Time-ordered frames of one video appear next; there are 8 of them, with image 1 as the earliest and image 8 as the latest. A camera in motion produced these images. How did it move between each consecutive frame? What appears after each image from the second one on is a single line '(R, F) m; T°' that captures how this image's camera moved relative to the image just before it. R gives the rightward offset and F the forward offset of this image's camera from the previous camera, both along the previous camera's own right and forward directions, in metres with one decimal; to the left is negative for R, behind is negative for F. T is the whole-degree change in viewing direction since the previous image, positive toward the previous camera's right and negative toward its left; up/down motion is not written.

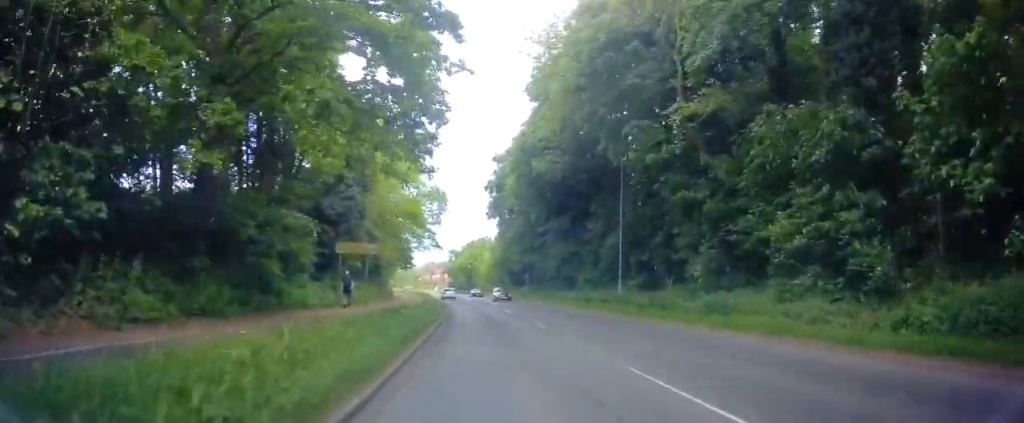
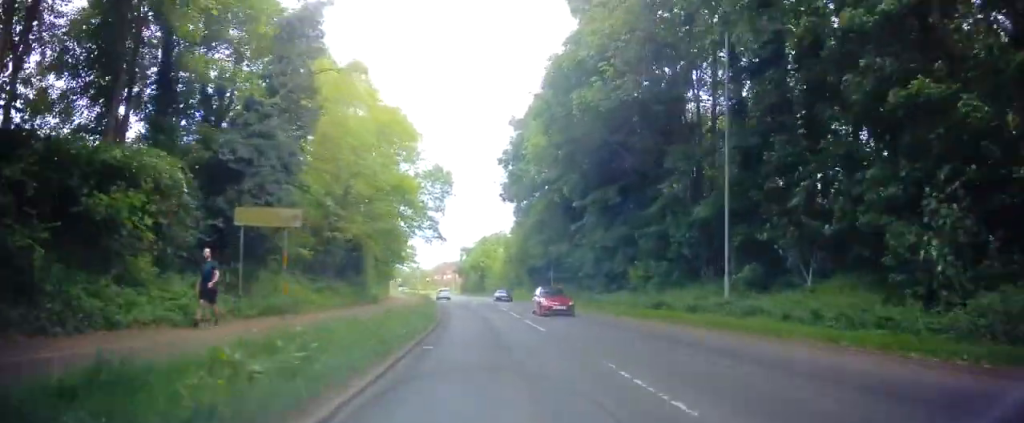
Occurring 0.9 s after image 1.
(-0.2, +12.9) m; -2°
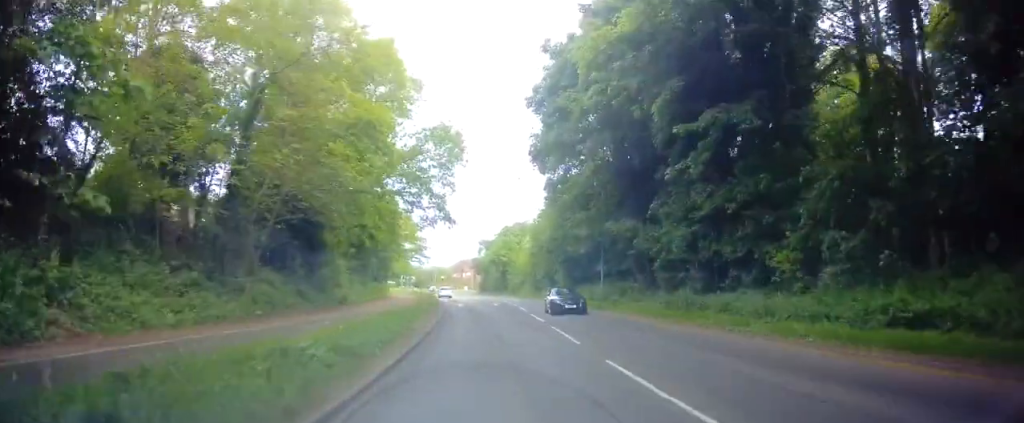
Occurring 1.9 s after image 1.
(-0.2, +14.4) m; -1°
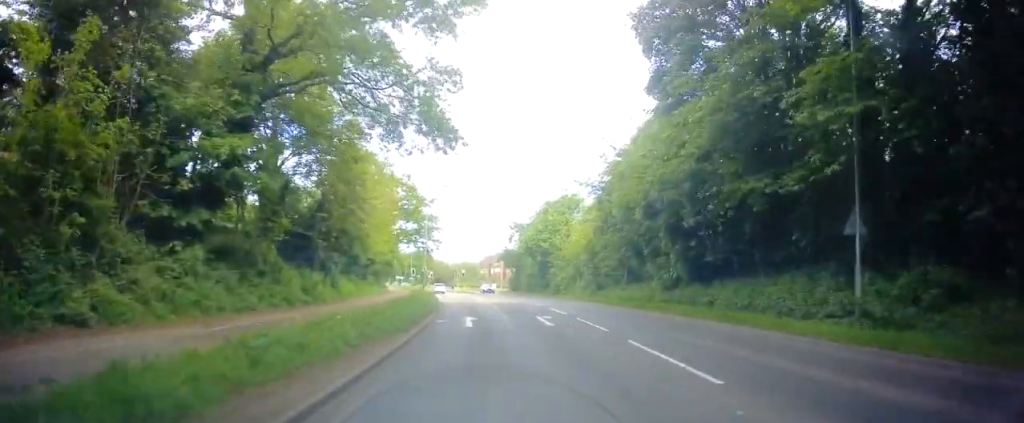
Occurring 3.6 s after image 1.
(-0.9, +24.4) m; -3°
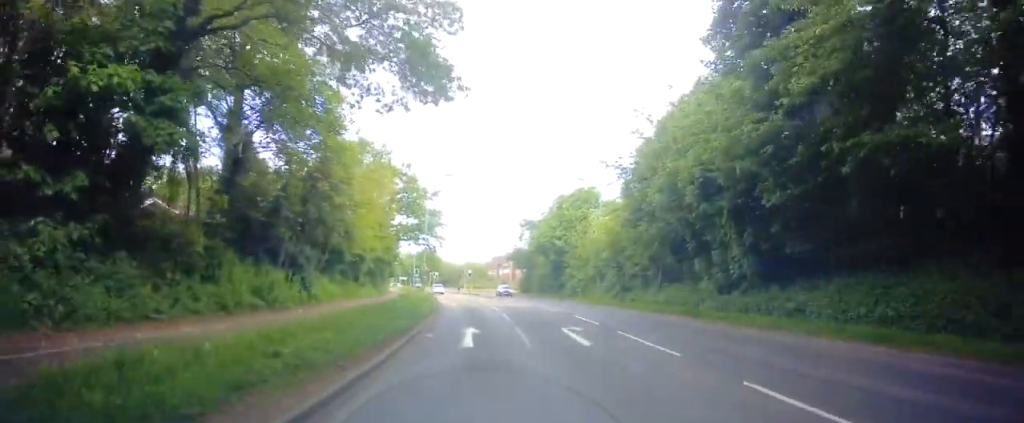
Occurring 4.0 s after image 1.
(+0.2, +6.0) m; -1°
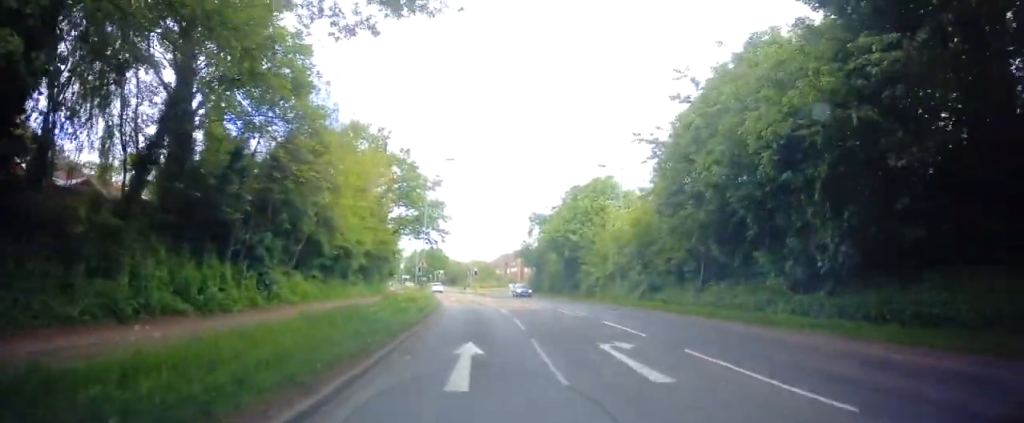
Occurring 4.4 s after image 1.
(+0.2, +5.5) m; -1°
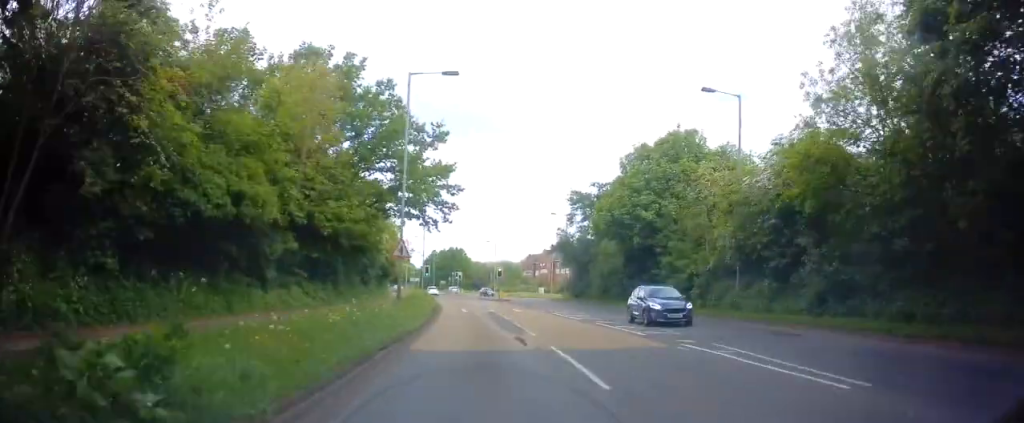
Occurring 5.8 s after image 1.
(-0.8, +17.6) m; -3°
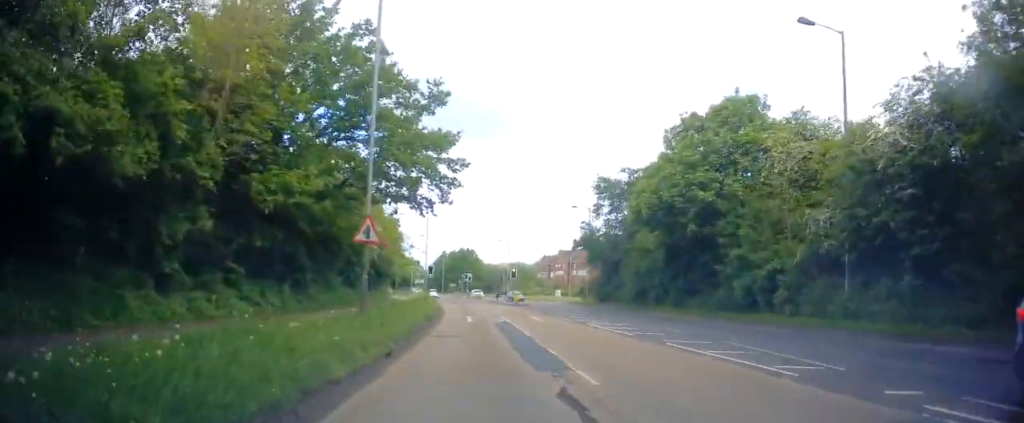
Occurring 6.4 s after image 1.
(+0.3, +7.7) m; -1°
